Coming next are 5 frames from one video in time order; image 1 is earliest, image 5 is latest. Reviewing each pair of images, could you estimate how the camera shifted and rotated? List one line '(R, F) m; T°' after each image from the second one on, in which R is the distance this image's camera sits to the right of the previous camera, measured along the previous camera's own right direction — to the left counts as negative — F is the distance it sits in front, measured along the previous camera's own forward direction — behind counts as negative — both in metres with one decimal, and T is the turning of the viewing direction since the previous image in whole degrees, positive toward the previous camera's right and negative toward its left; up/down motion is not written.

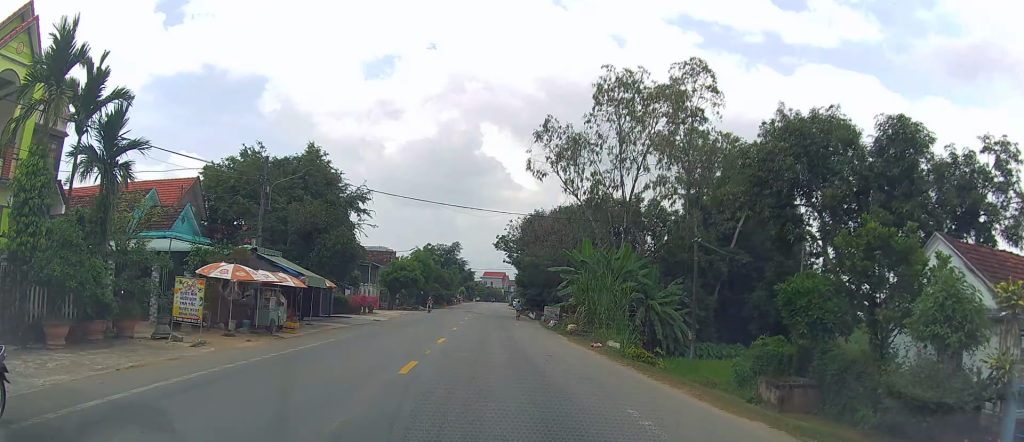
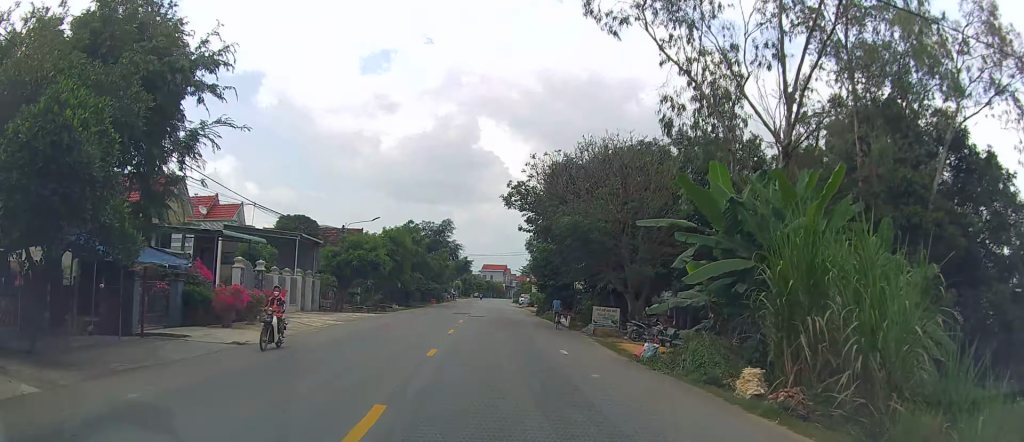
(0.0, +25.1) m; -1°
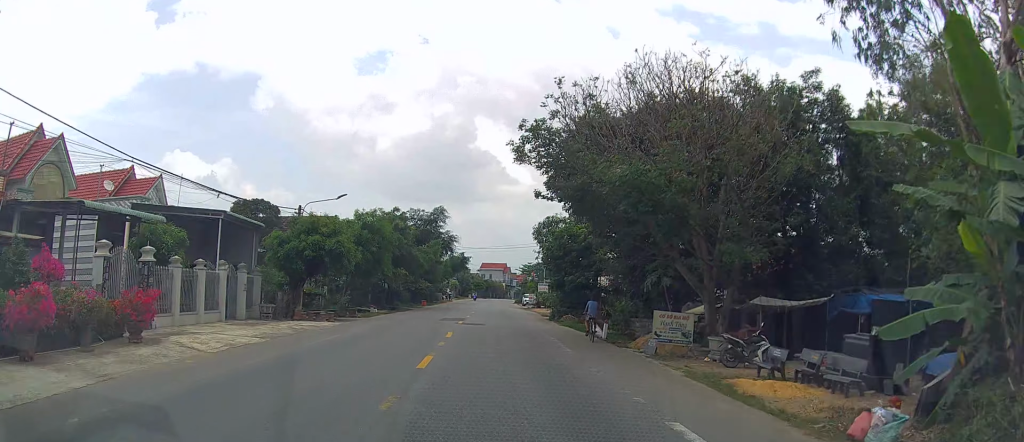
(+0.2, +11.0) m; -3°
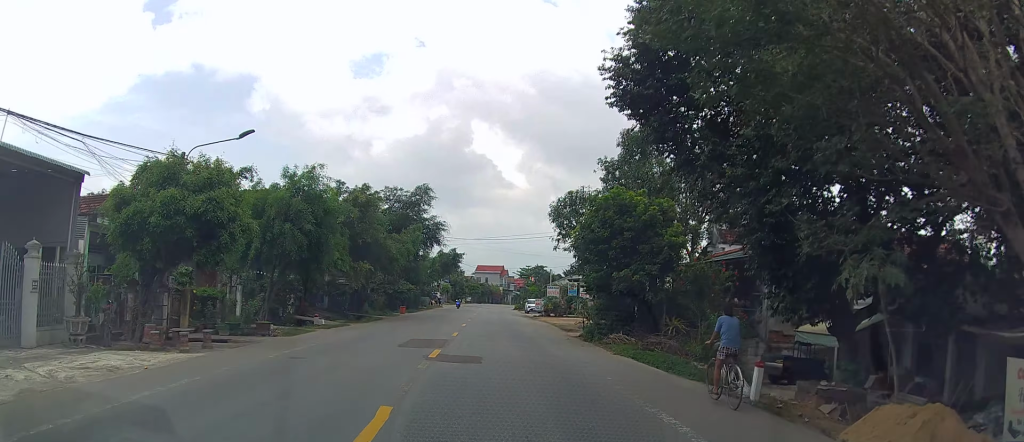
(-1.0, +15.7) m; 0°
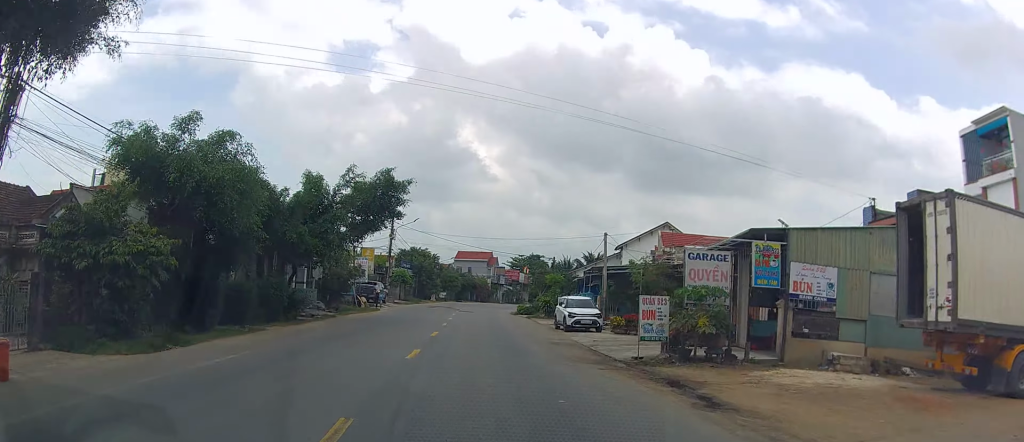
(+3.2, +45.7) m; +4°
